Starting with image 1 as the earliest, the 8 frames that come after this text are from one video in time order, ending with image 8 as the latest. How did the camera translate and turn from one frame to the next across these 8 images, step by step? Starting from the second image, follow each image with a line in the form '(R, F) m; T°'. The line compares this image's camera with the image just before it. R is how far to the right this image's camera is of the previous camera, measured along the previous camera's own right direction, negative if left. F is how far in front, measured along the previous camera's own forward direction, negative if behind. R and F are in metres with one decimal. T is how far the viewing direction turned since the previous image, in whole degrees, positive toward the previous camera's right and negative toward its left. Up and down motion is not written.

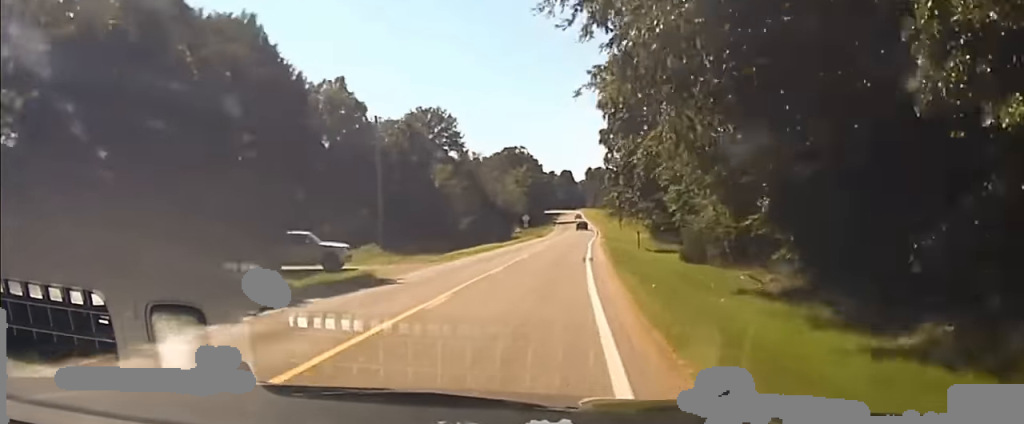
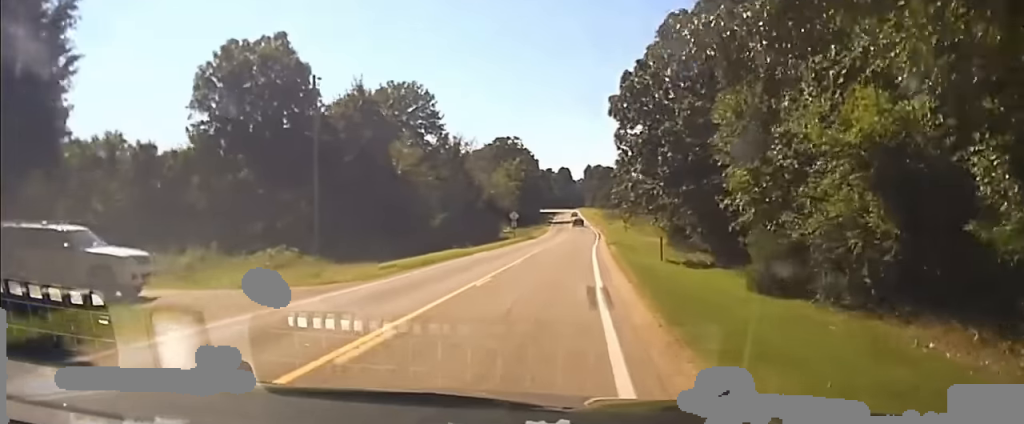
(+0.2, +20.4) m; 0°
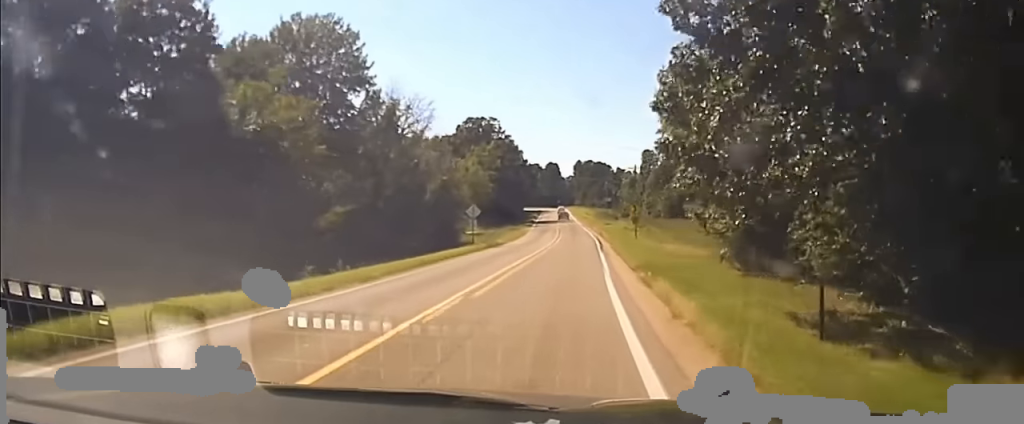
(-0.1, +30.7) m; 0°
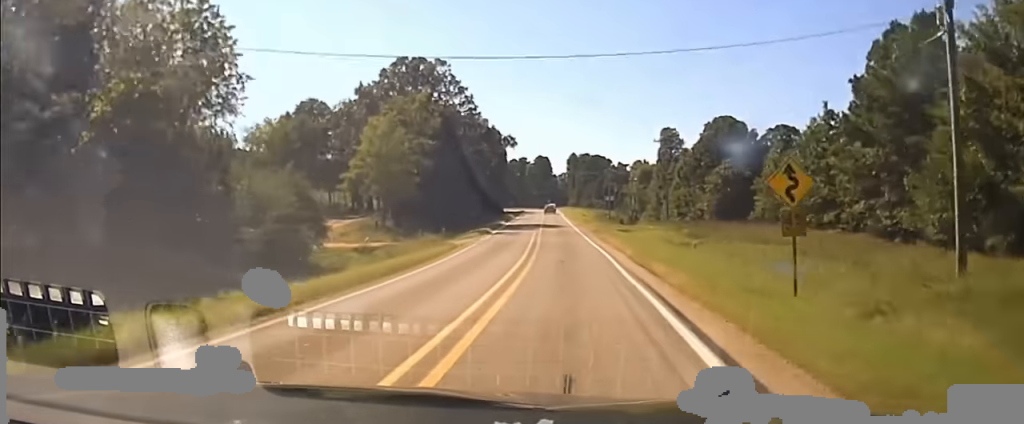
(+0.4, +47.6) m; 0°
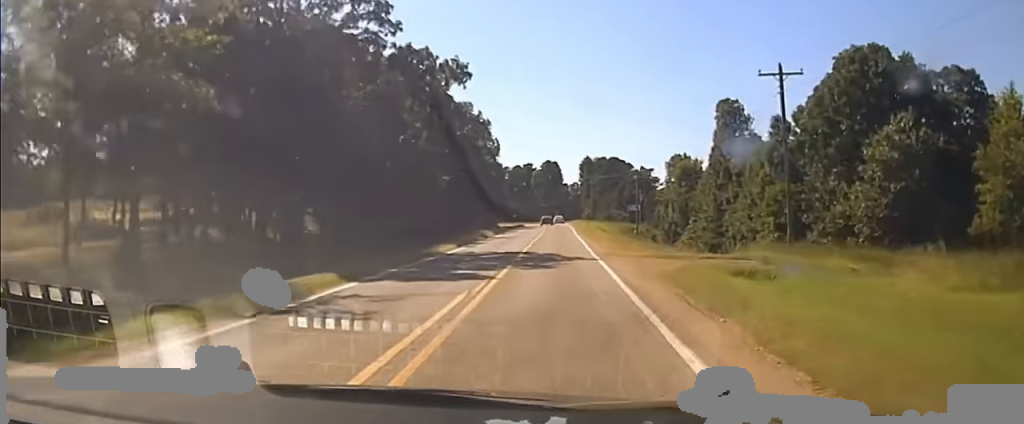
(-0.3, +44.1) m; -1°
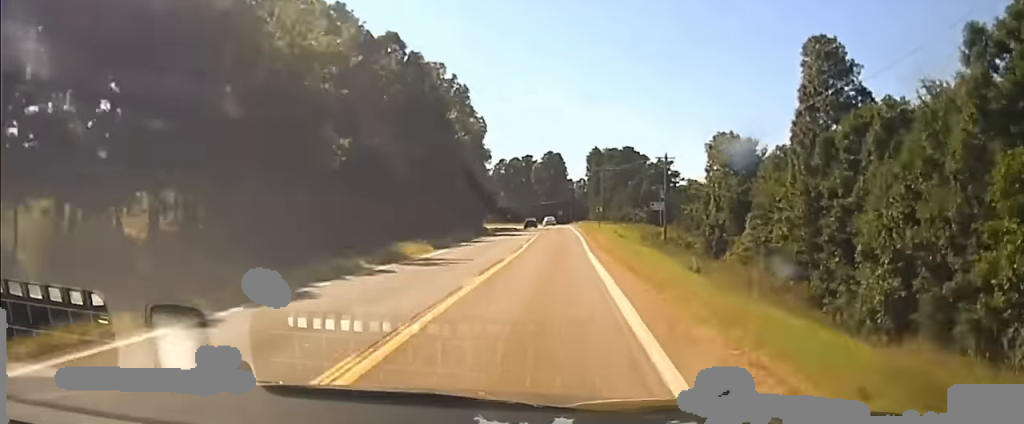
(-0.1, +39.2) m; 0°
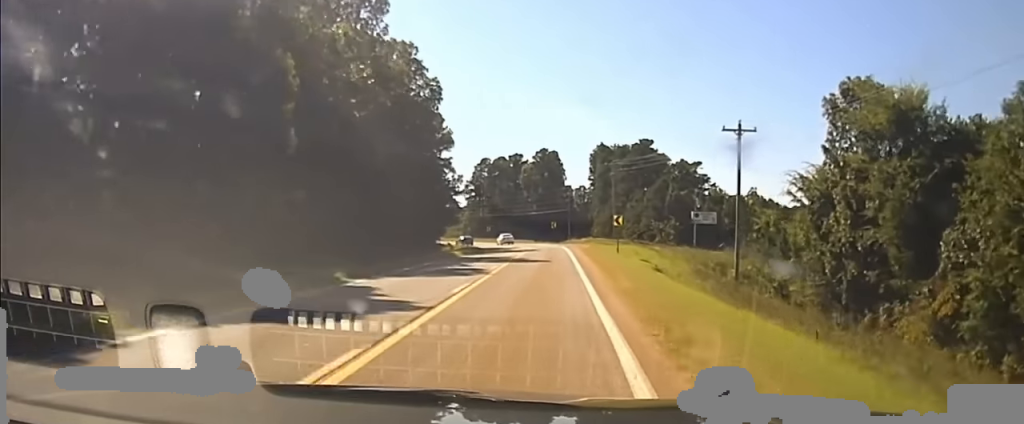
(+0.2, +54.0) m; 0°
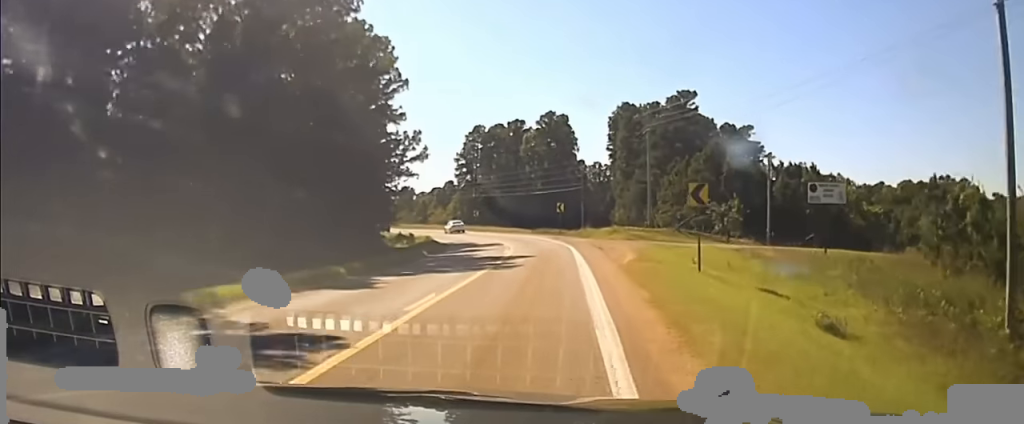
(-0.3, +41.6) m; -1°
